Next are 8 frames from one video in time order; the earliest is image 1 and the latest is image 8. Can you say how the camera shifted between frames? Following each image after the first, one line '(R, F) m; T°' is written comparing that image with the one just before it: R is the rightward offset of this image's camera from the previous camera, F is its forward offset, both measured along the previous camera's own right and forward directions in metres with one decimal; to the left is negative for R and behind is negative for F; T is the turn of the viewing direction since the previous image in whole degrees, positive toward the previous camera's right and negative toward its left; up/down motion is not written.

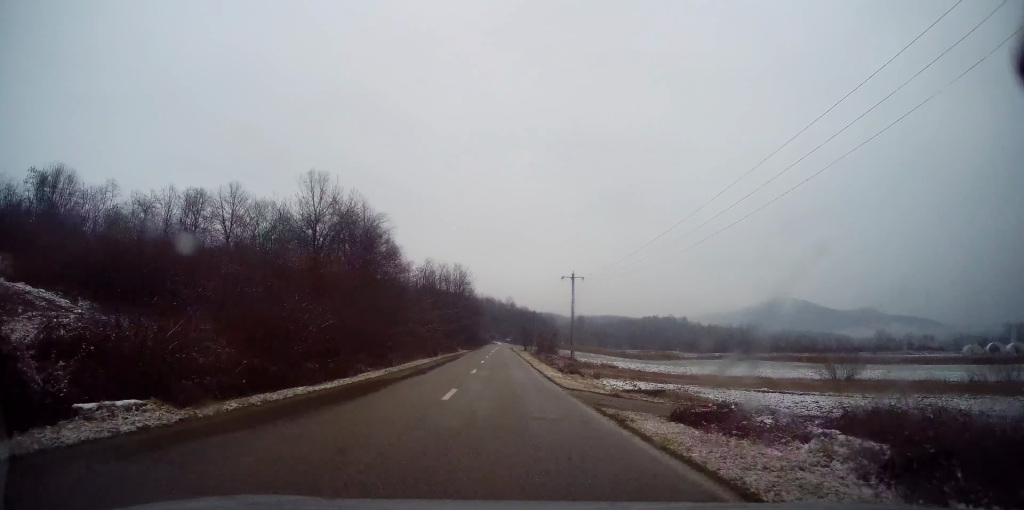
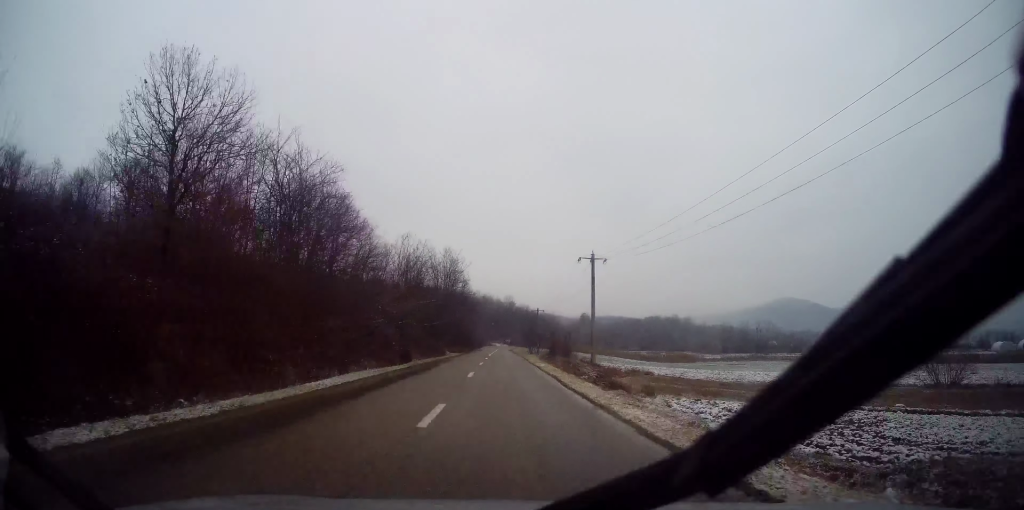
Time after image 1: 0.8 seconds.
(-0.1, +16.6) m; 0°
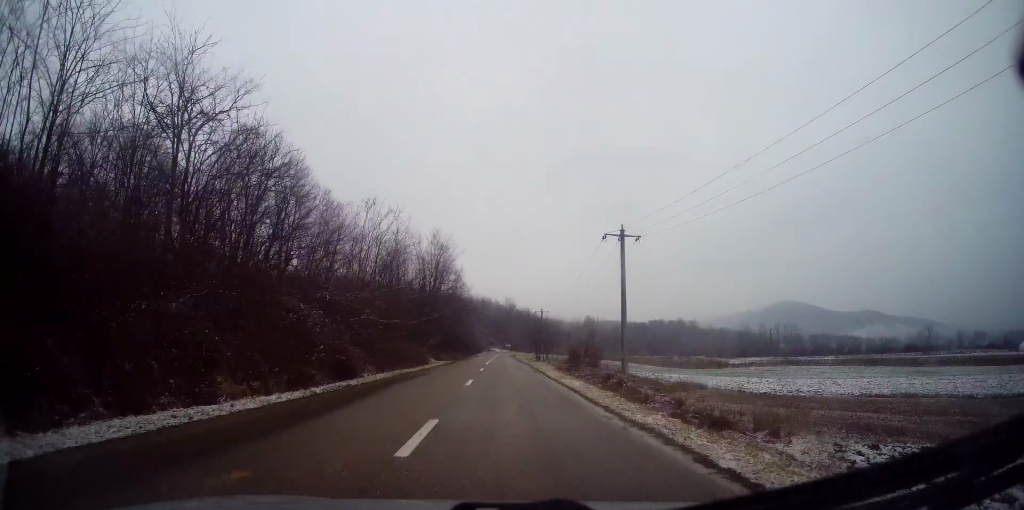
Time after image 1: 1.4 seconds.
(-0.2, +13.7) m; +1°
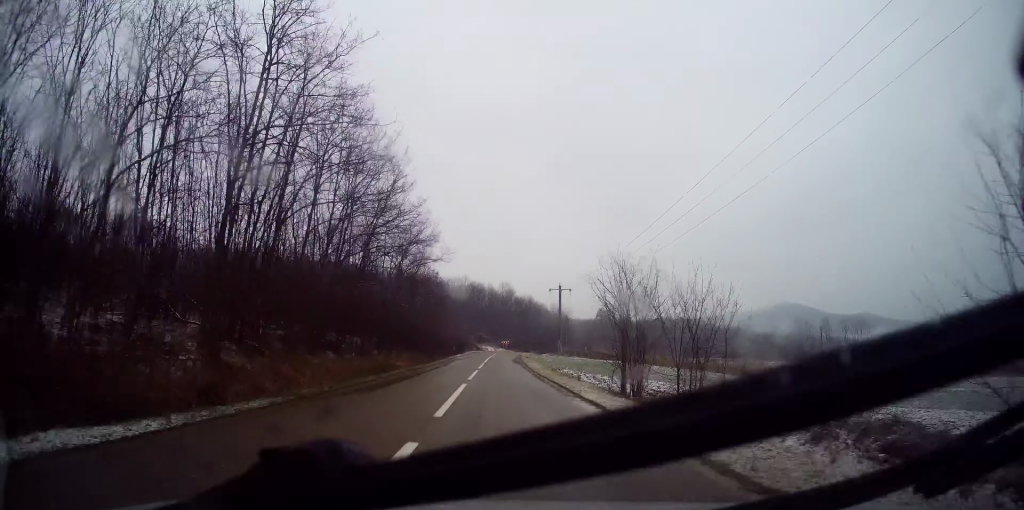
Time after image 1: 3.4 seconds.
(+0.5, +43.3) m; 0°
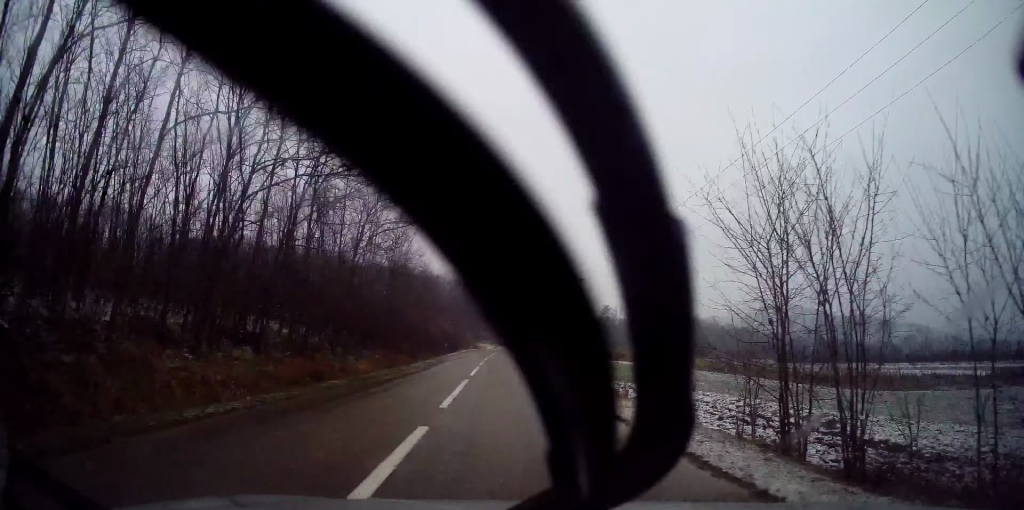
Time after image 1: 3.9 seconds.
(+0.1, +10.3) m; 0°
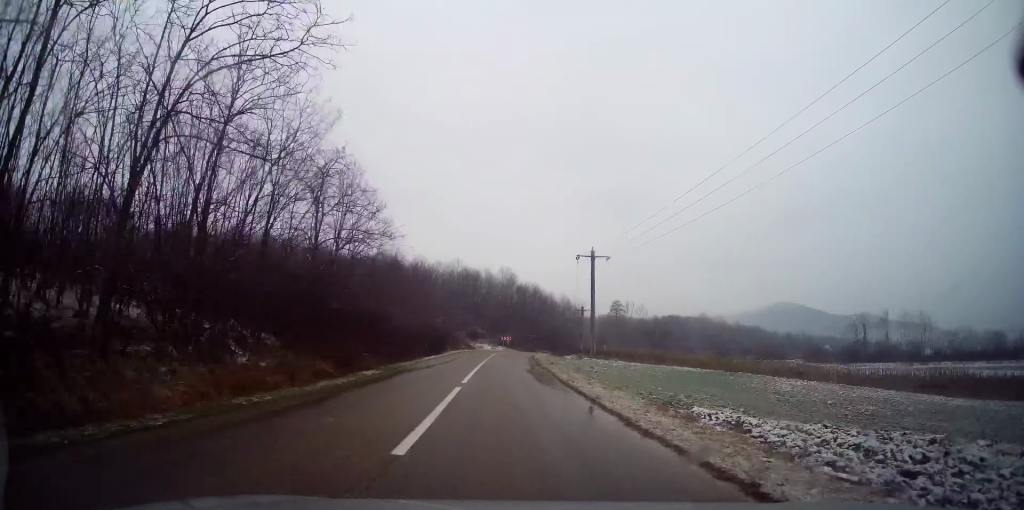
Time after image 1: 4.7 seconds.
(+0.1, +16.3) m; 0°
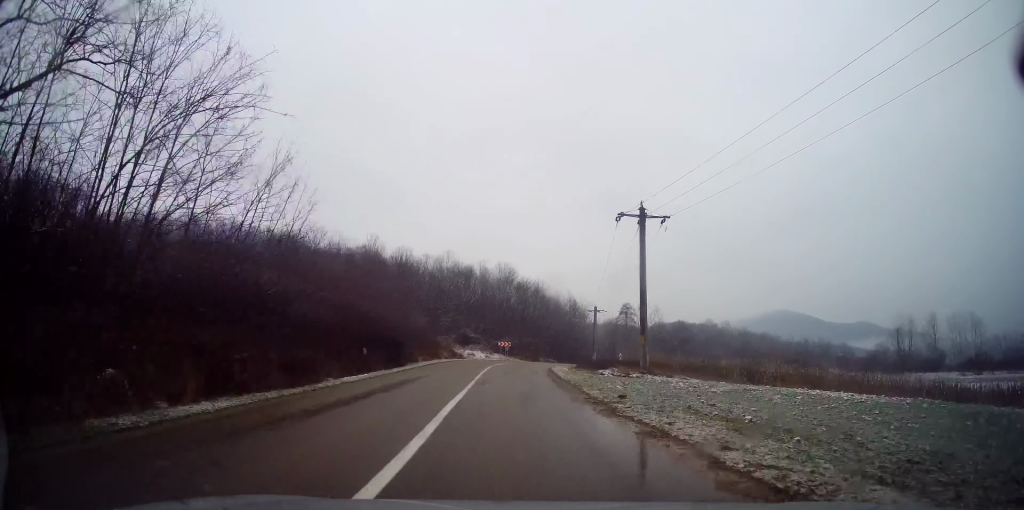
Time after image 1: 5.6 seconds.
(0.0, +17.7) m; 0°
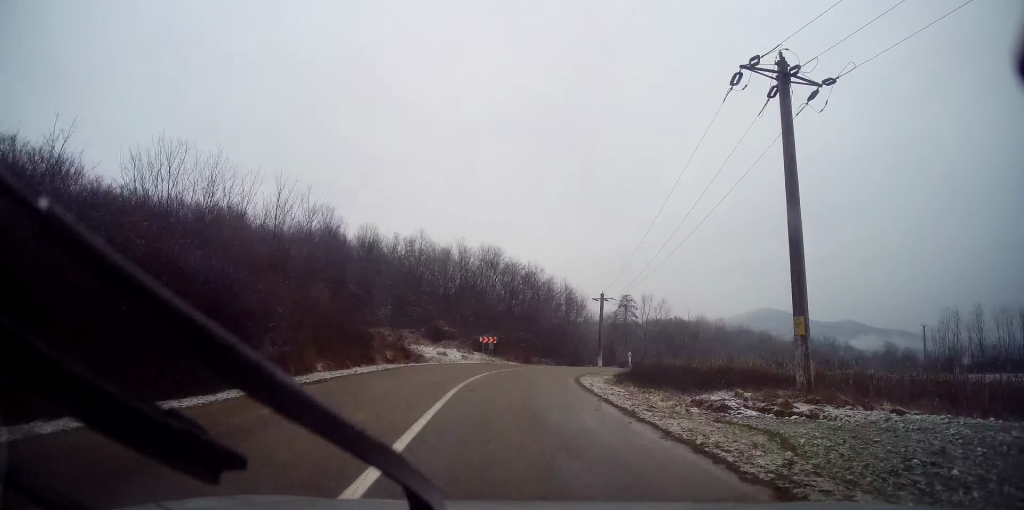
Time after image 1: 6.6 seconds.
(-0.1, +18.0) m; +2°
